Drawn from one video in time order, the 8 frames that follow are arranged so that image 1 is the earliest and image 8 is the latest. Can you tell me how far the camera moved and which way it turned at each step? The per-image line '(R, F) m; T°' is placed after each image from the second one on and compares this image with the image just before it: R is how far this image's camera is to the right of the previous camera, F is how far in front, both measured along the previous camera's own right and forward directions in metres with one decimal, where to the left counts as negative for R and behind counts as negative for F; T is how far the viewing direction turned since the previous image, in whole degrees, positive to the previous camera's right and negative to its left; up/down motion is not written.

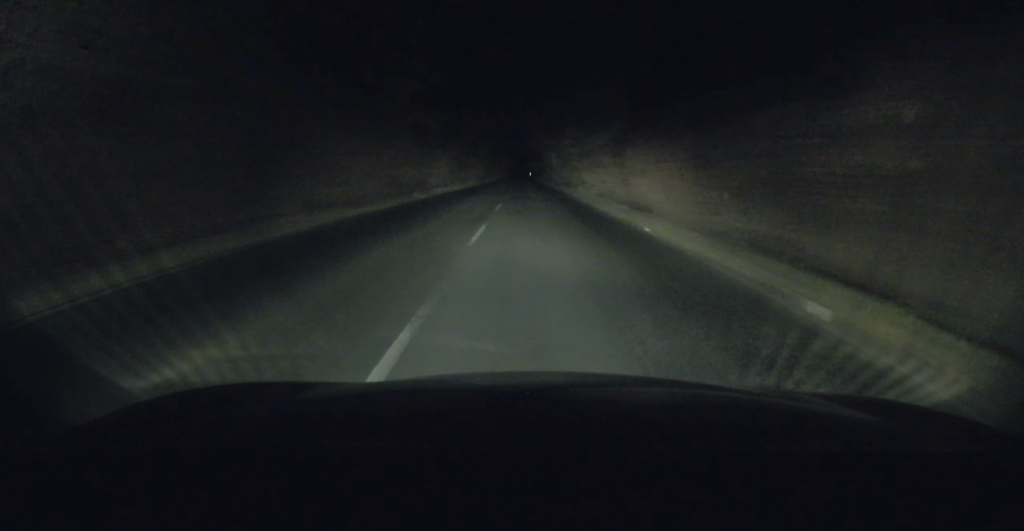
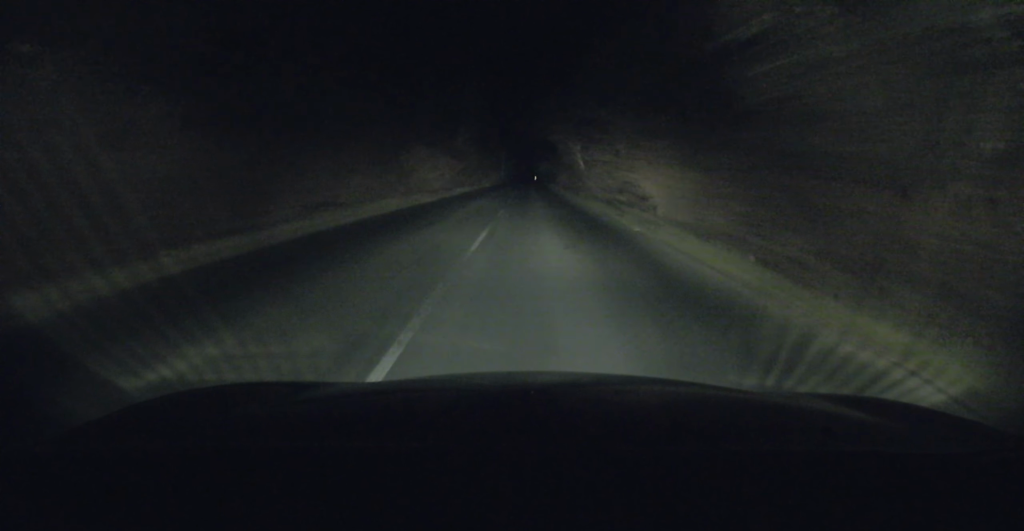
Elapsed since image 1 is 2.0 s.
(-0.4, +35.5) m; +1°
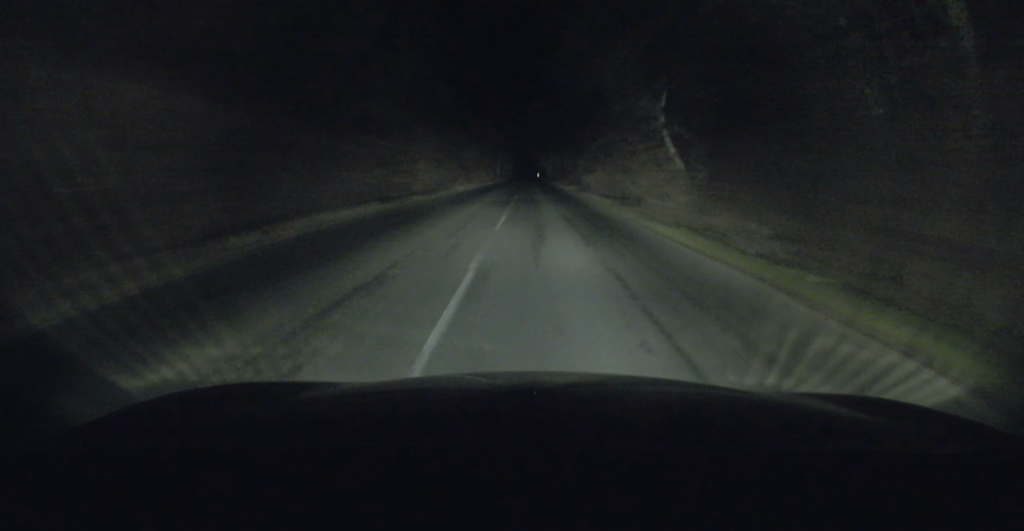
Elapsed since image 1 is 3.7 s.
(-0.1, +32.4) m; -1°
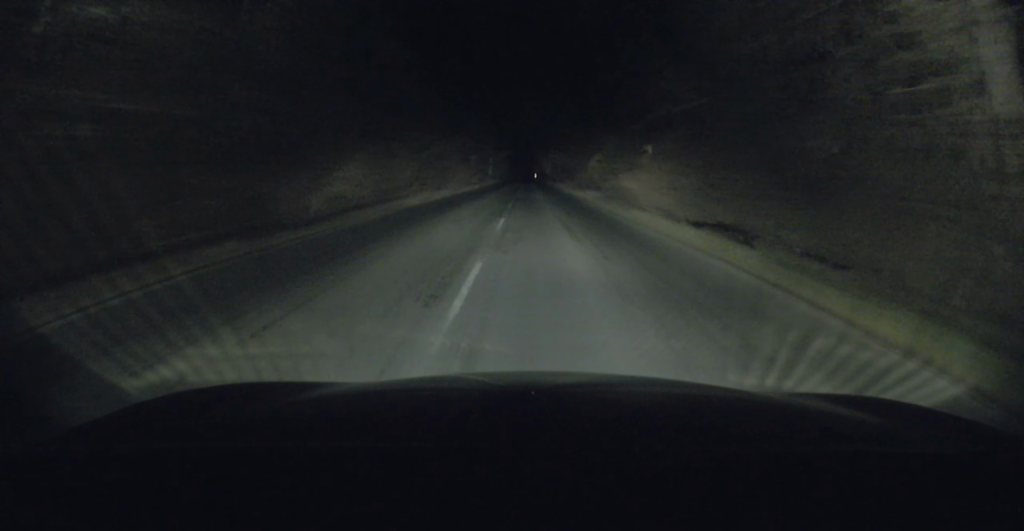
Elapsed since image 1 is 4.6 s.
(+0.1, +16.6) m; 0°
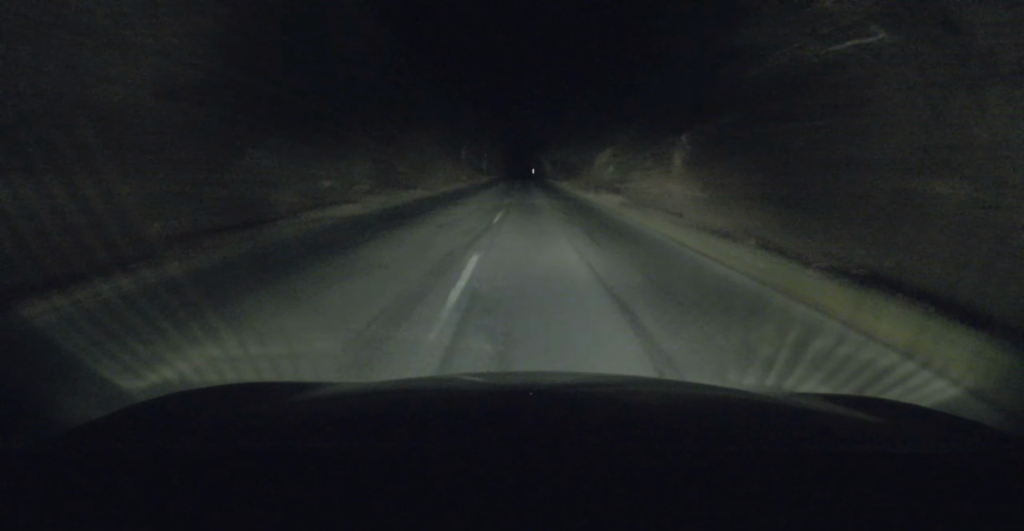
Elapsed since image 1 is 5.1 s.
(0.0, +8.6) m; 0°
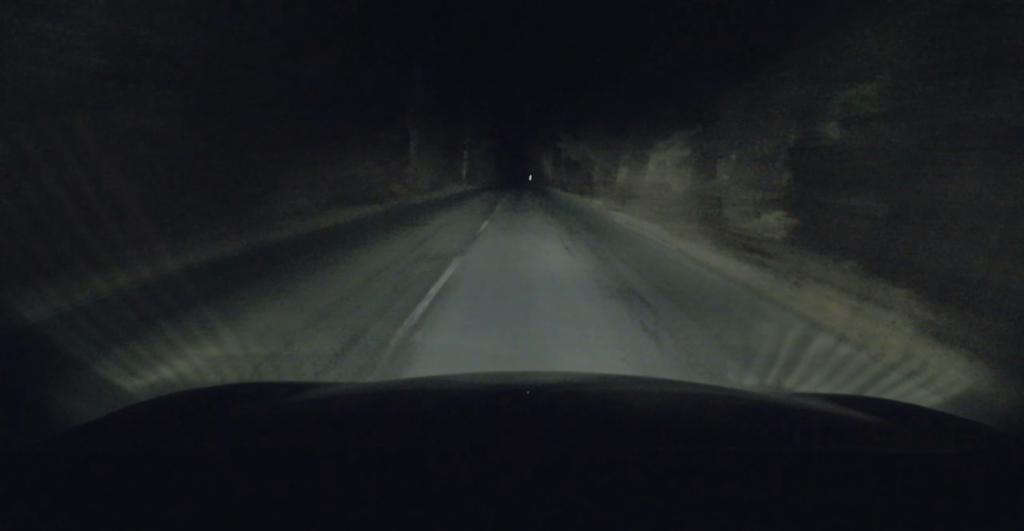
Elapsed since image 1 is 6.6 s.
(+0.1, +27.1) m; +1°
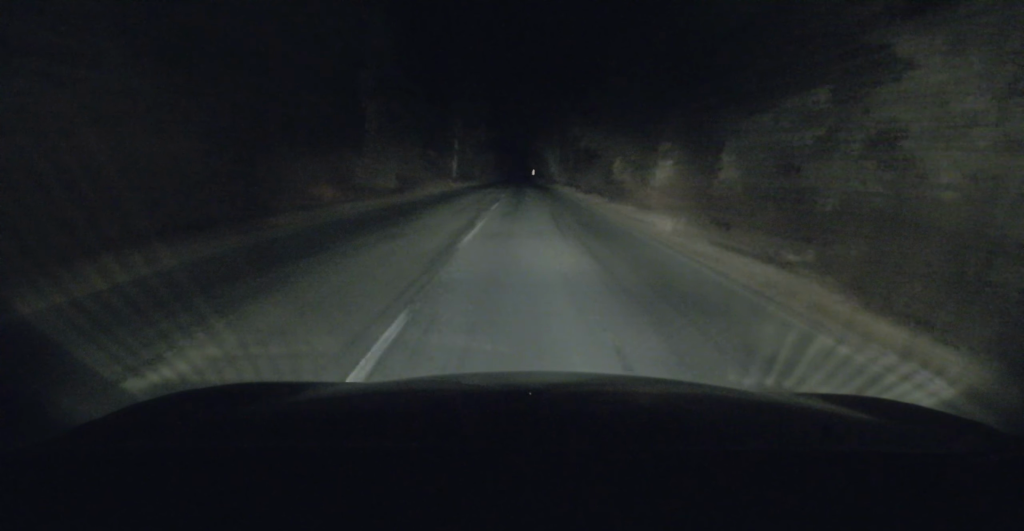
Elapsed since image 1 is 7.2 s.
(+0.1, +11.7) m; 0°
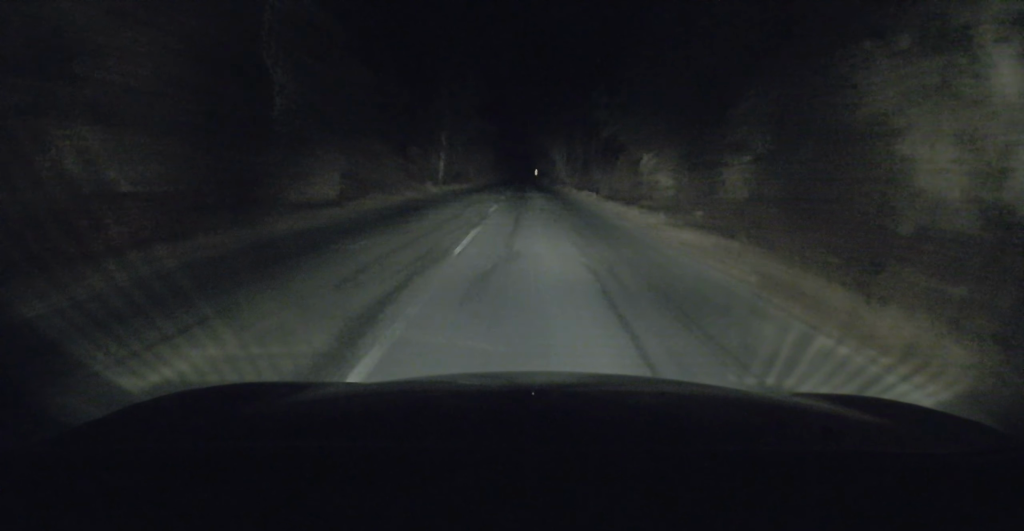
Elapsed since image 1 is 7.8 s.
(+0.1, +10.5) m; 0°
